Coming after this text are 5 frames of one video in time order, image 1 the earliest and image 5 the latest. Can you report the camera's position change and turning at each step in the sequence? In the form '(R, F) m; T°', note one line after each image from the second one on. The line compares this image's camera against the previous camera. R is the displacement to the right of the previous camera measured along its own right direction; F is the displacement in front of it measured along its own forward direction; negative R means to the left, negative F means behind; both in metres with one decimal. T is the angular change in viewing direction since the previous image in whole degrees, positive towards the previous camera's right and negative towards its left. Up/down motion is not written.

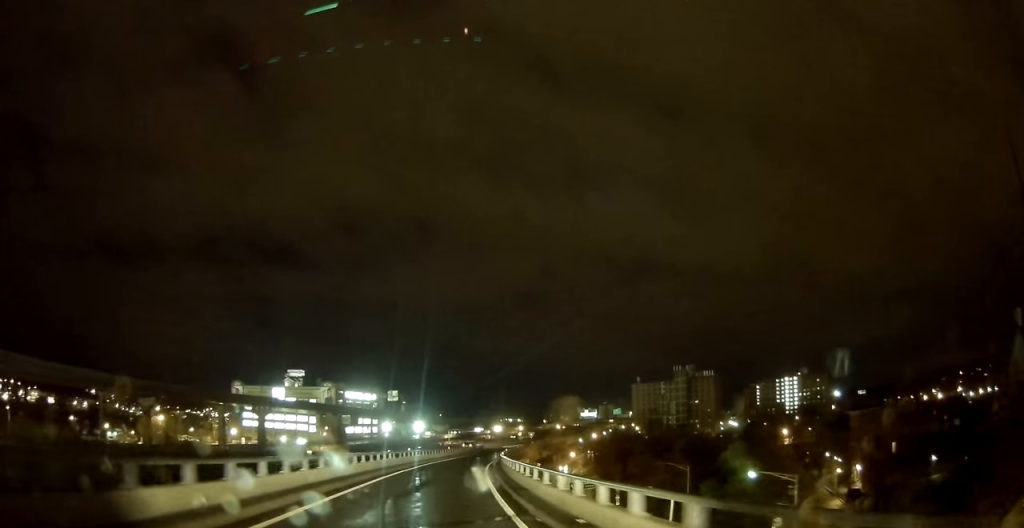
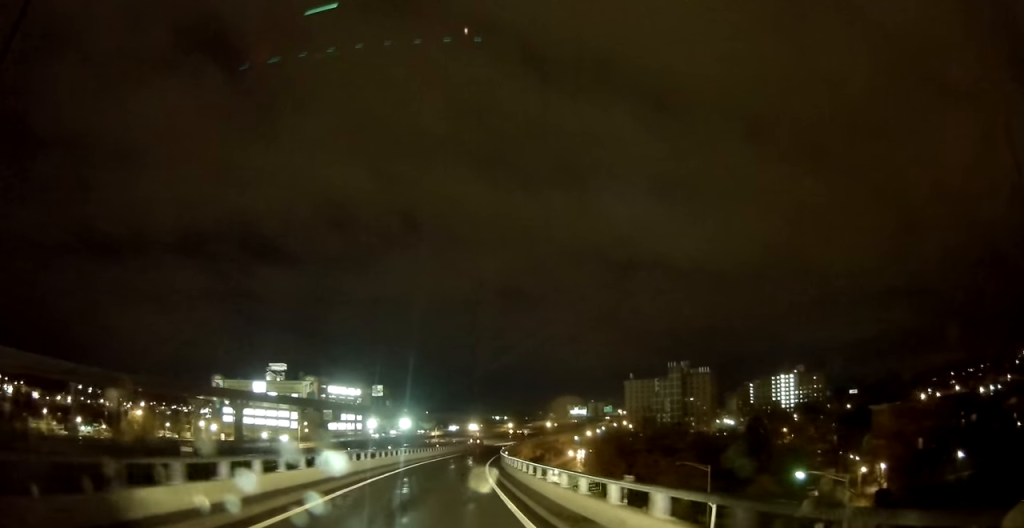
(+0.2, +9.8) m; +1°
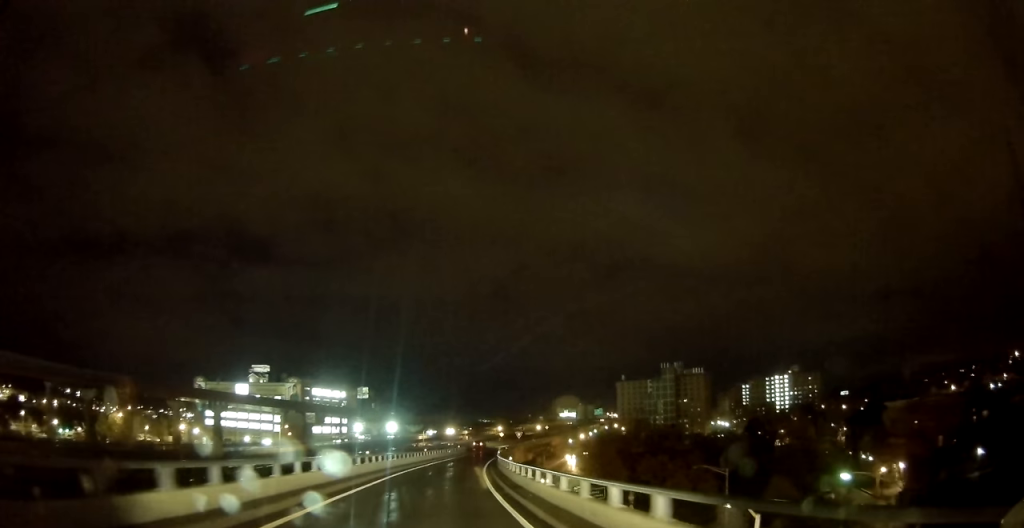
(+0.1, +7.3) m; +1°
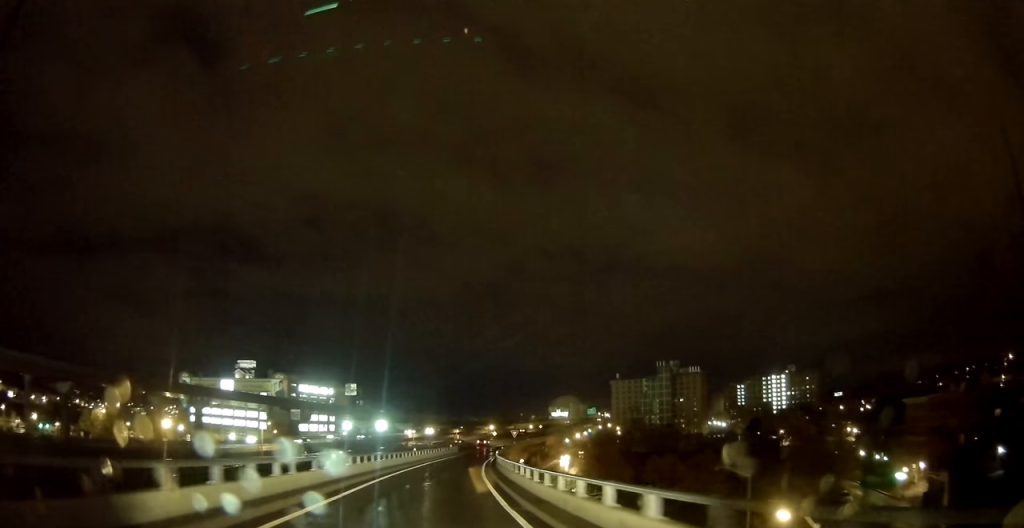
(0.0, +7.4) m; +1°
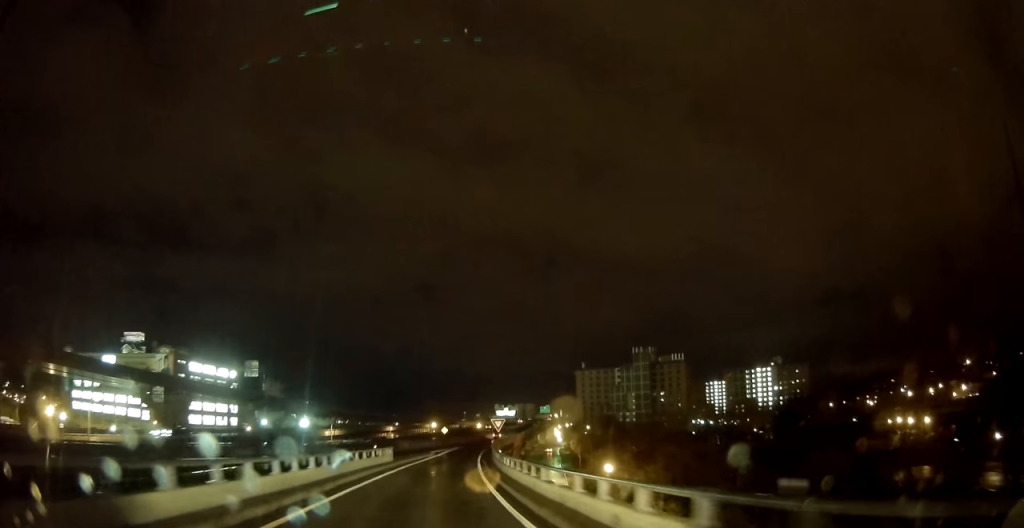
(+2.7, +50.1) m; +7°
